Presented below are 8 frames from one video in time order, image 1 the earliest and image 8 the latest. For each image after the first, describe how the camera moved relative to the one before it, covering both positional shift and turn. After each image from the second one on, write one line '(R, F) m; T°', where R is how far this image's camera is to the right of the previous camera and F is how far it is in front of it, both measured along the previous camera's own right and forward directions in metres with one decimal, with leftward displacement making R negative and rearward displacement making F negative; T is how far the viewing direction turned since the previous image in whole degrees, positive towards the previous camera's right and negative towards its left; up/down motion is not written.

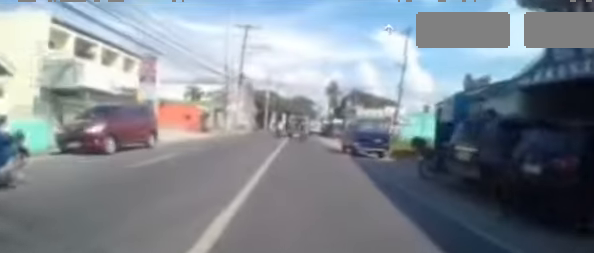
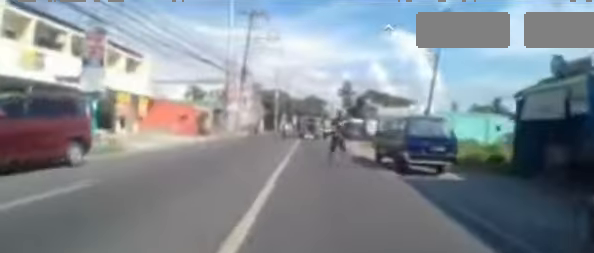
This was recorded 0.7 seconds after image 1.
(+0.2, +5.0) m; +2°
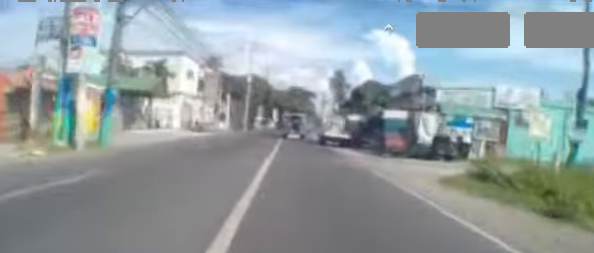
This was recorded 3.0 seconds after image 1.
(+0.1, +17.0) m; -1°
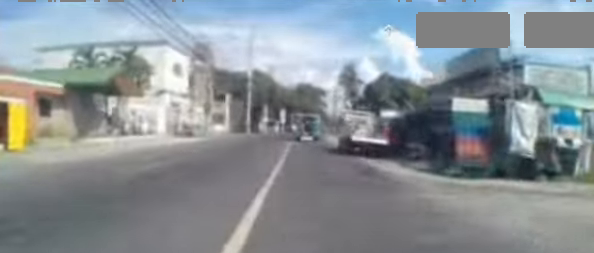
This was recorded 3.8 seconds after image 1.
(-0.2, +5.8) m; +2°
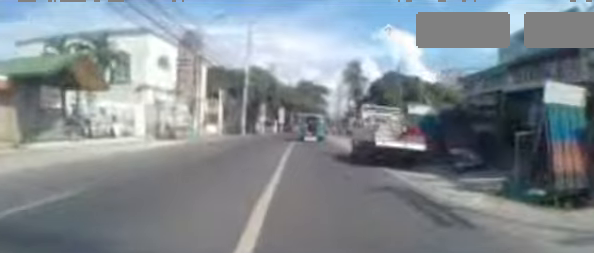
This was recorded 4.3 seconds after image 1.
(+0.4, +3.6) m; +2°
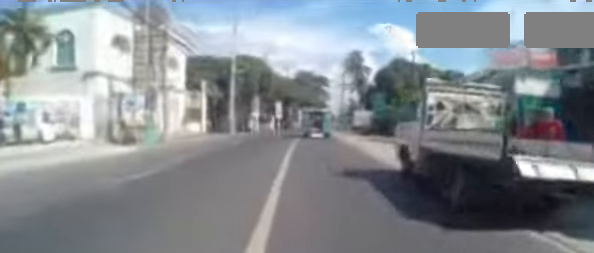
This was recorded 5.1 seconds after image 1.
(0.0, +5.8) m; +2°
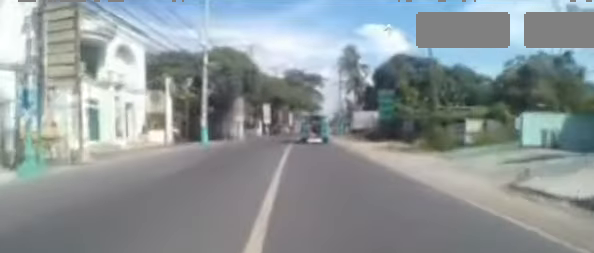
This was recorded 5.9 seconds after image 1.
(0.0, +6.4) m; +2°
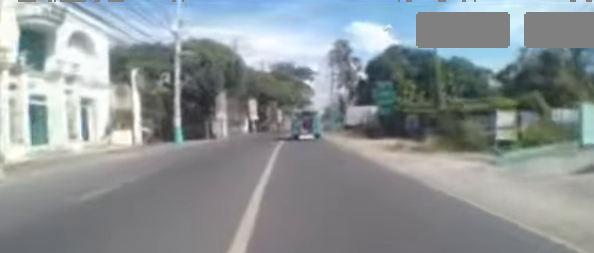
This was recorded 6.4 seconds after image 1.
(+0.2, +3.0) m; +1°
